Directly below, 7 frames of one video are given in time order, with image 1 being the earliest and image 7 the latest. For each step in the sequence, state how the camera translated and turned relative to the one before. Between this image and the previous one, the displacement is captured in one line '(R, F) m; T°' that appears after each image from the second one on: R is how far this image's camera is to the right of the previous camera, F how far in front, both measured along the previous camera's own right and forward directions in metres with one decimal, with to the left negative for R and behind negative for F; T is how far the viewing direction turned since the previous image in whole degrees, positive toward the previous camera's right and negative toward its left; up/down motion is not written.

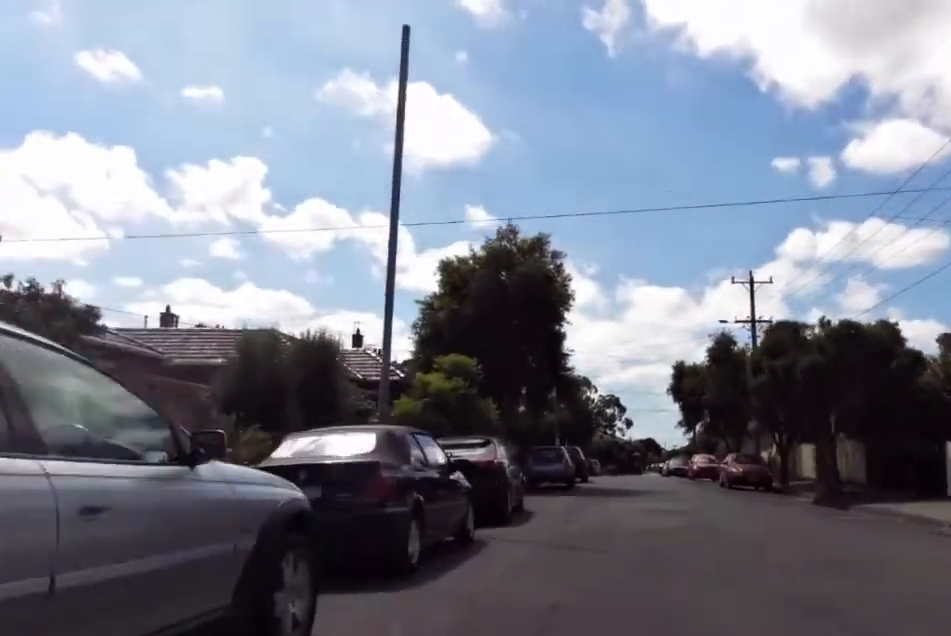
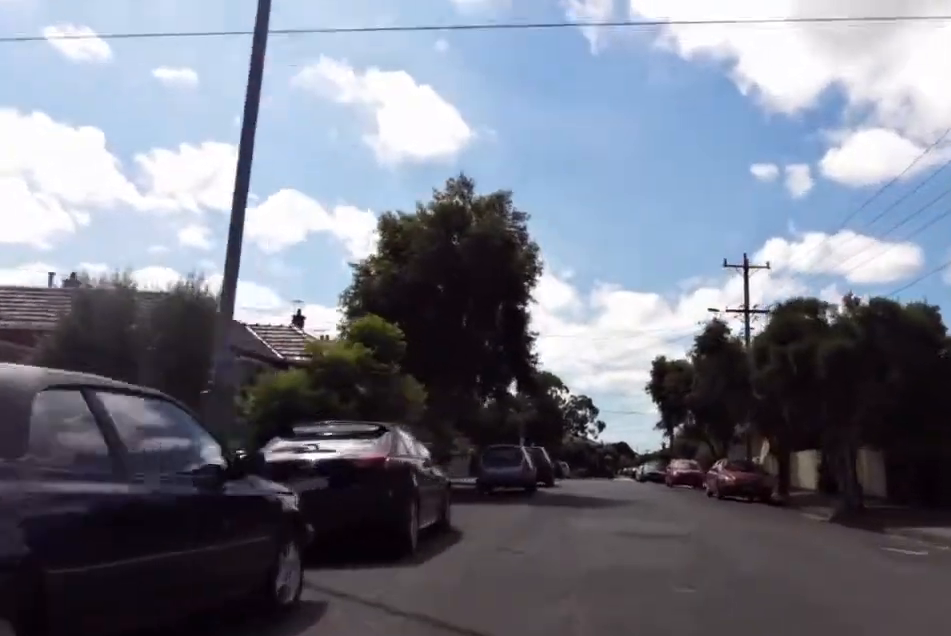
(-0.1, +4.7) m; -2°
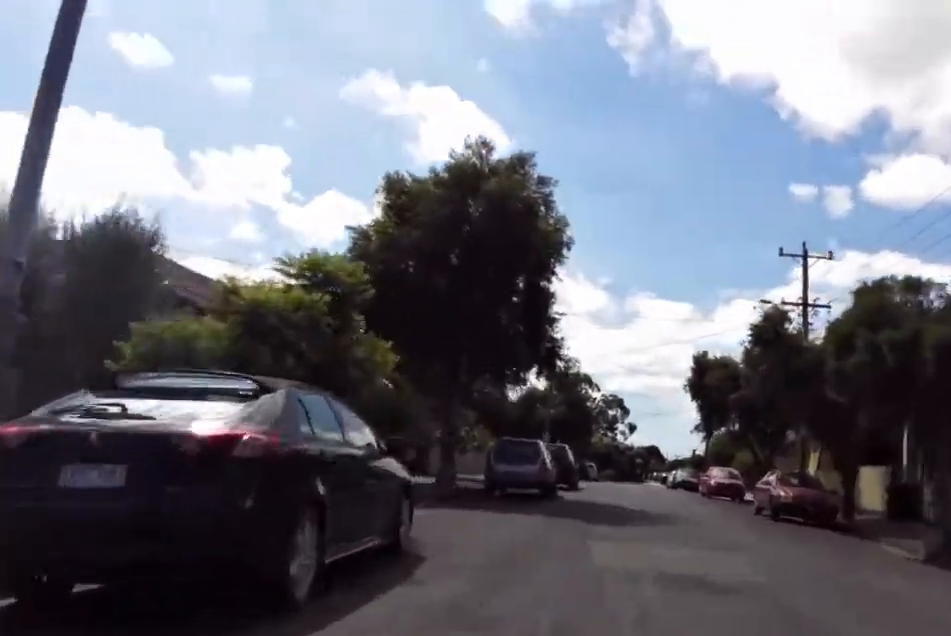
(-0.5, +4.0) m; +5°
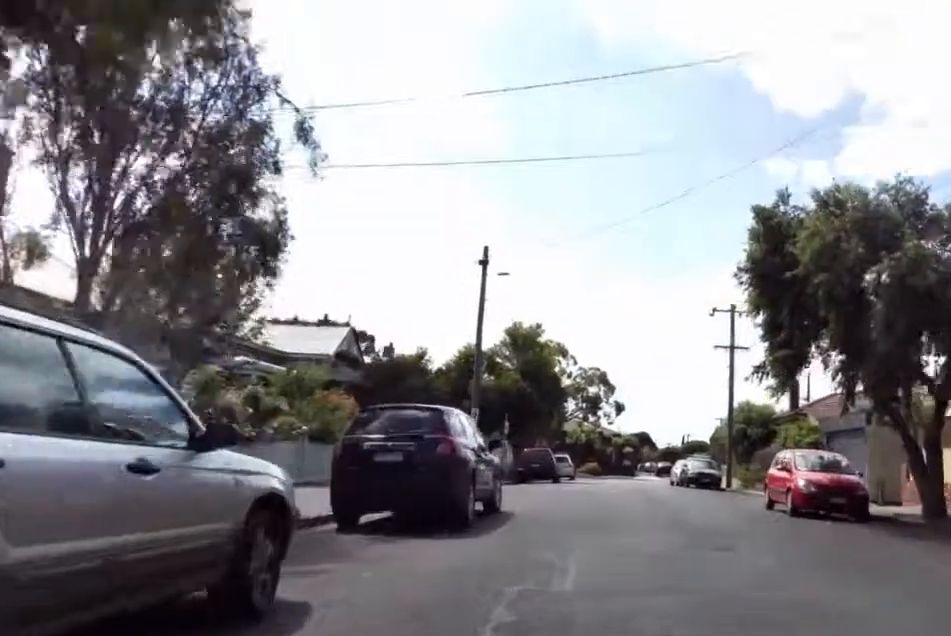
(+4.6, +17.0) m; +13°
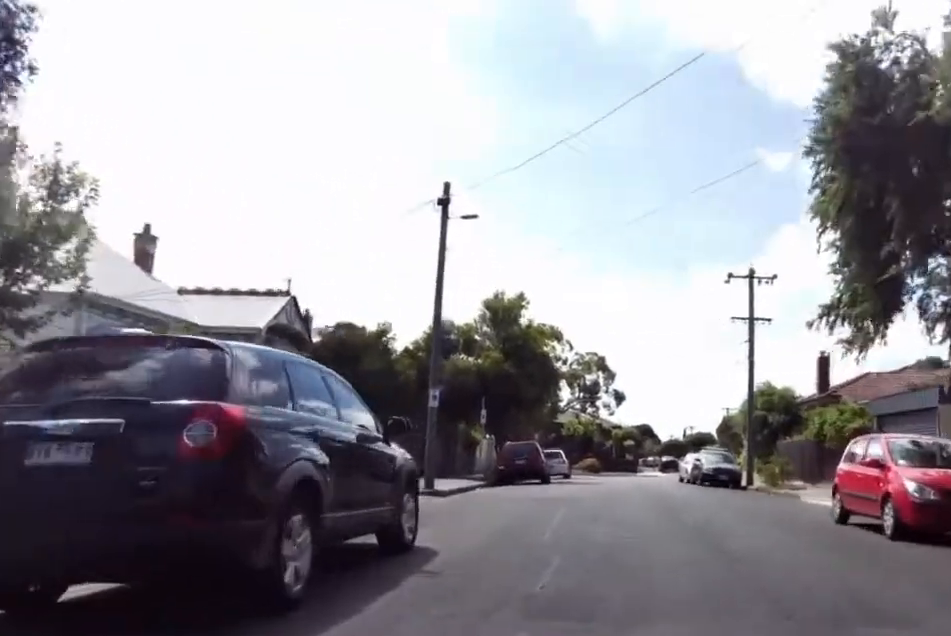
(-0.5, +5.5) m; 0°
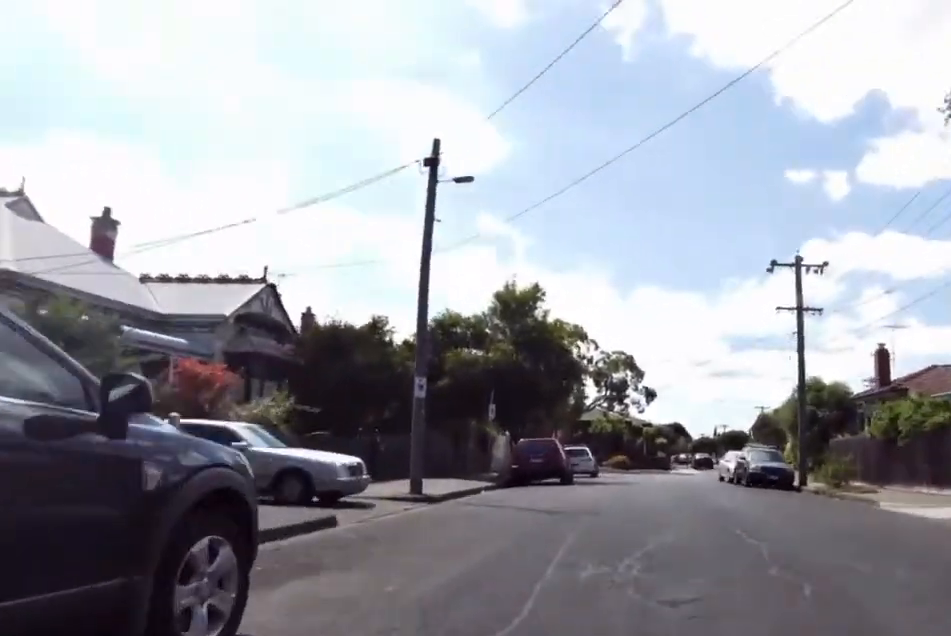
(+0.7, +4.0) m; 0°
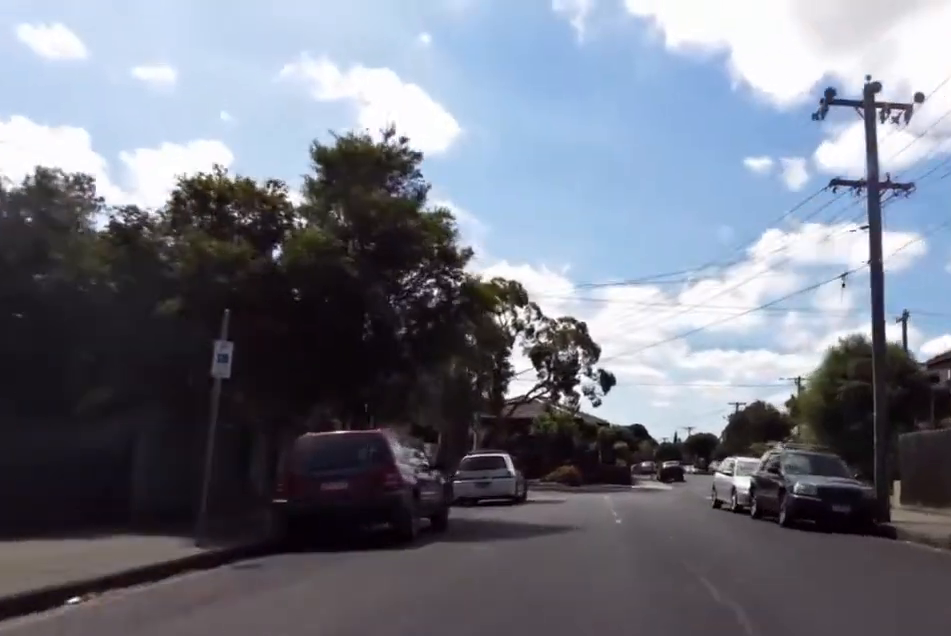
(+0.1, +13.3) m; +8°
